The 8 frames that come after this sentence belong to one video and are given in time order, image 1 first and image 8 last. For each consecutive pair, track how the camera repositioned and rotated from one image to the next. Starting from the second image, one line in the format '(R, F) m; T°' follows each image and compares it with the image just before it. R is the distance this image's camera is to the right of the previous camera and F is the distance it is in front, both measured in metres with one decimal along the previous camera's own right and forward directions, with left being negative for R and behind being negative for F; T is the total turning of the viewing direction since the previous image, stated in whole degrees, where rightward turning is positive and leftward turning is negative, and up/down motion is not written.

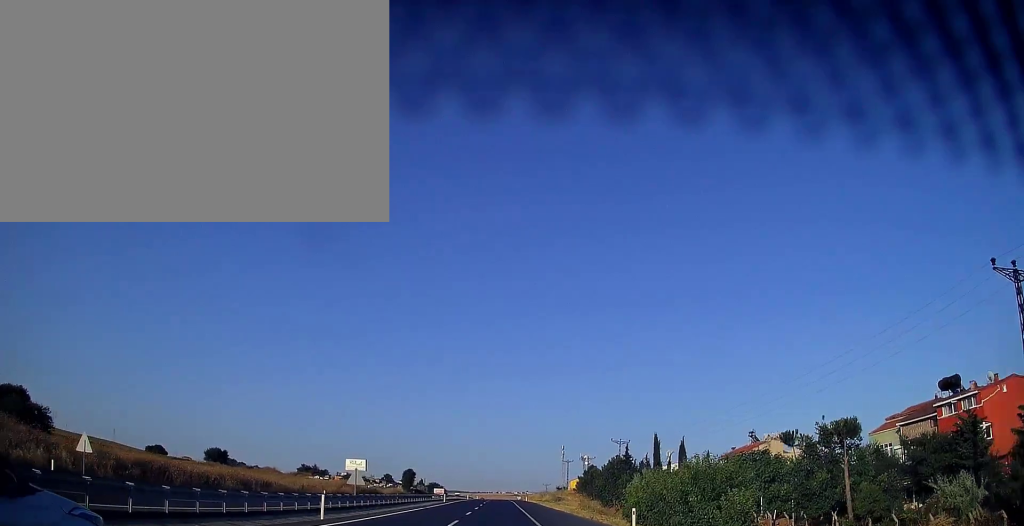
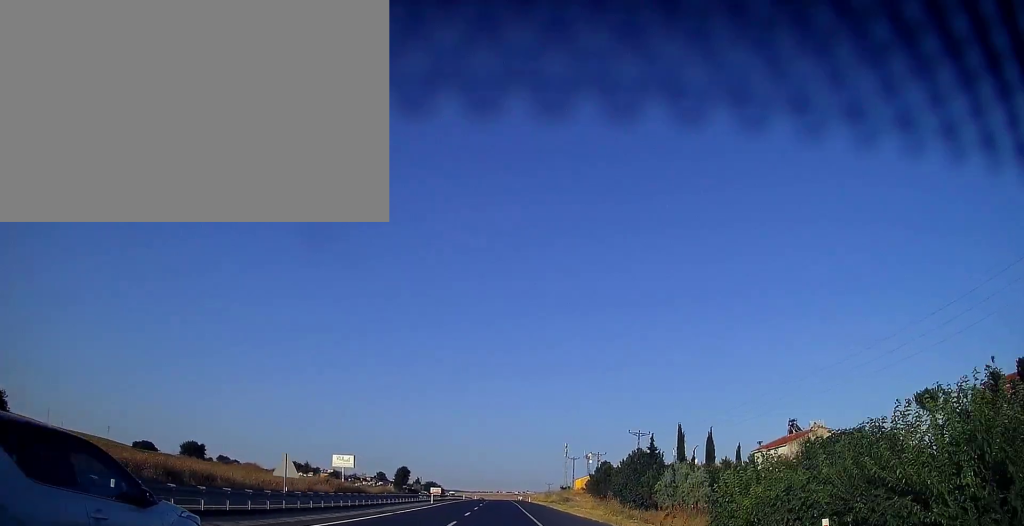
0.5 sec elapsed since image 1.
(0.0, +13.7) m; 0°
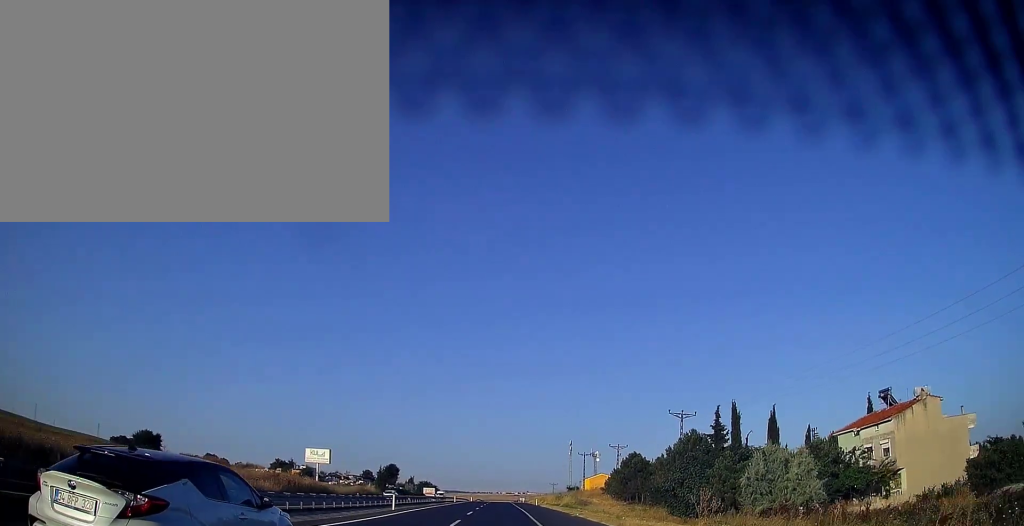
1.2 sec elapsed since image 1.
(0.0, +21.6) m; 0°
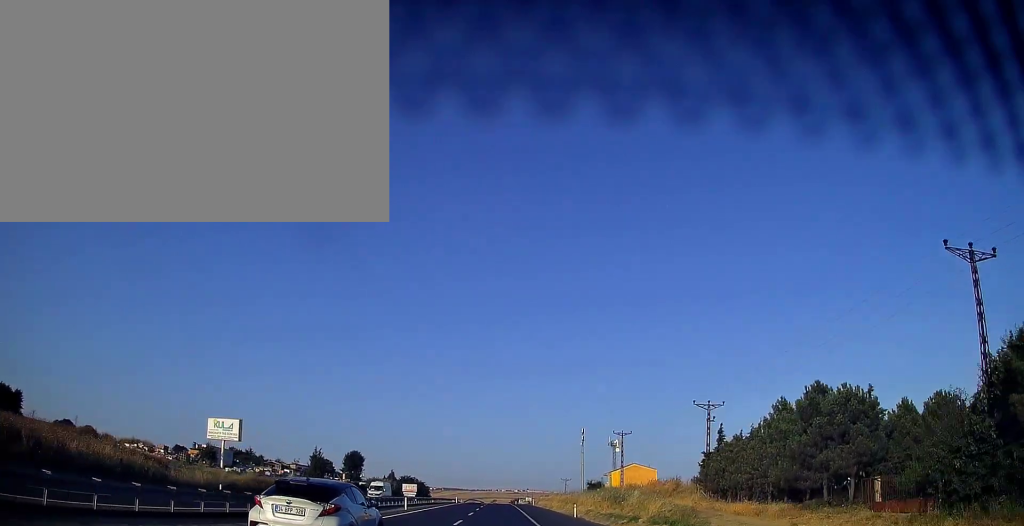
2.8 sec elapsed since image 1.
(0.0, +46.3) m; 0°
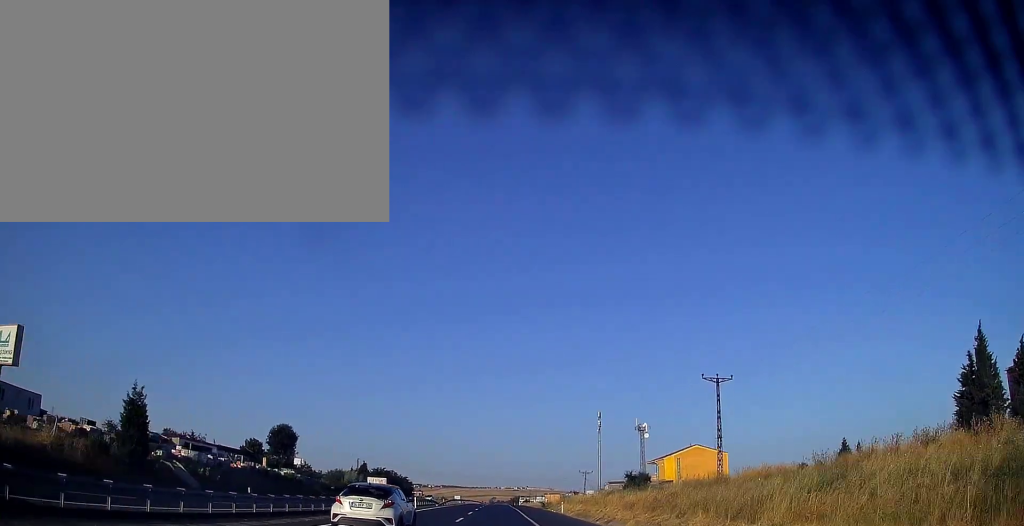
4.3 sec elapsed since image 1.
(0.0, +44.4) m; -1°
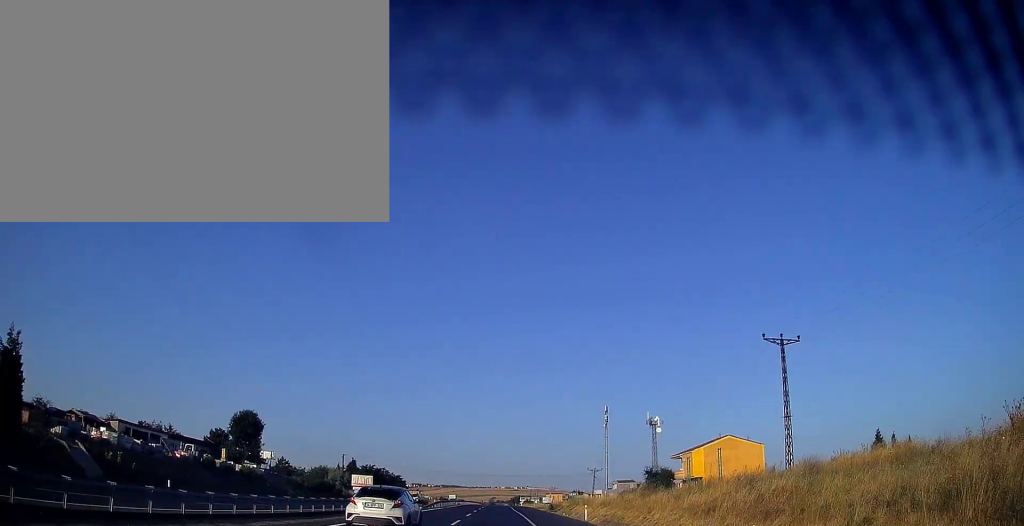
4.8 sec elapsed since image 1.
(-0.2, +14.8) m; 0°
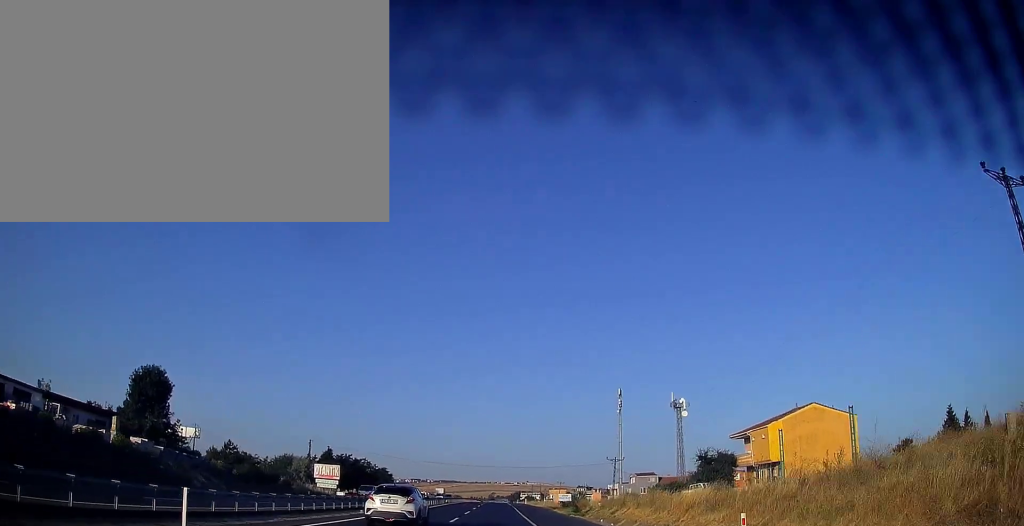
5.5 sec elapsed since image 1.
(-0.2, +22.7) m; 0°
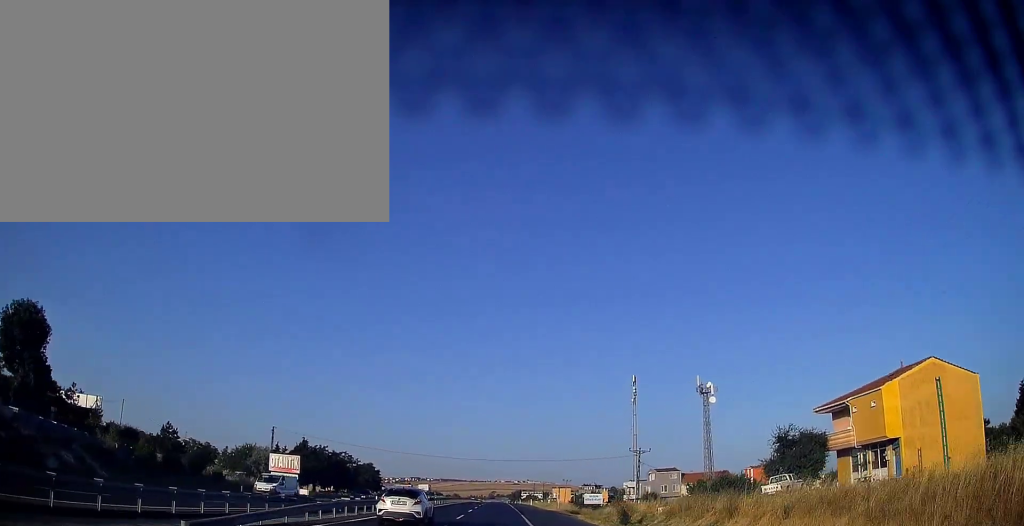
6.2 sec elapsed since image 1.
(+0.2, +19.8) m; 0°
